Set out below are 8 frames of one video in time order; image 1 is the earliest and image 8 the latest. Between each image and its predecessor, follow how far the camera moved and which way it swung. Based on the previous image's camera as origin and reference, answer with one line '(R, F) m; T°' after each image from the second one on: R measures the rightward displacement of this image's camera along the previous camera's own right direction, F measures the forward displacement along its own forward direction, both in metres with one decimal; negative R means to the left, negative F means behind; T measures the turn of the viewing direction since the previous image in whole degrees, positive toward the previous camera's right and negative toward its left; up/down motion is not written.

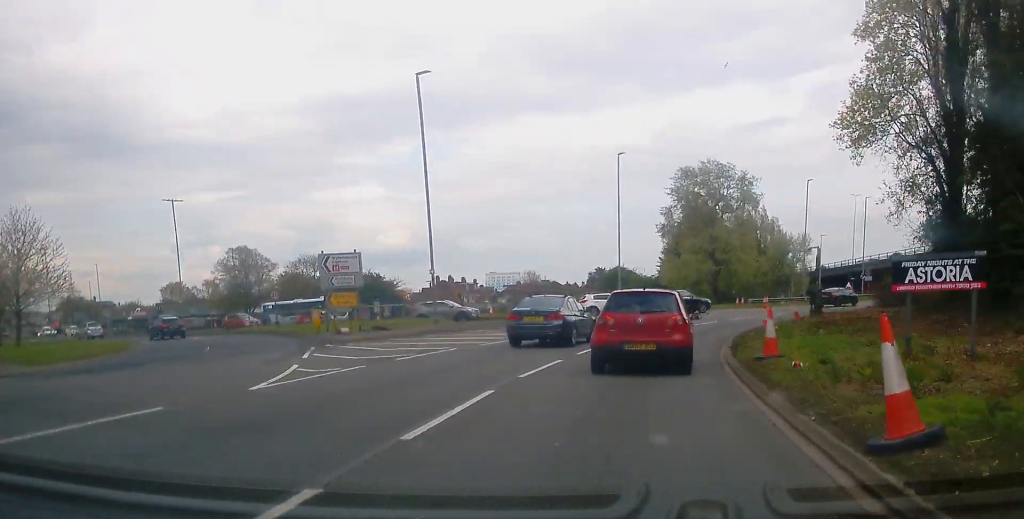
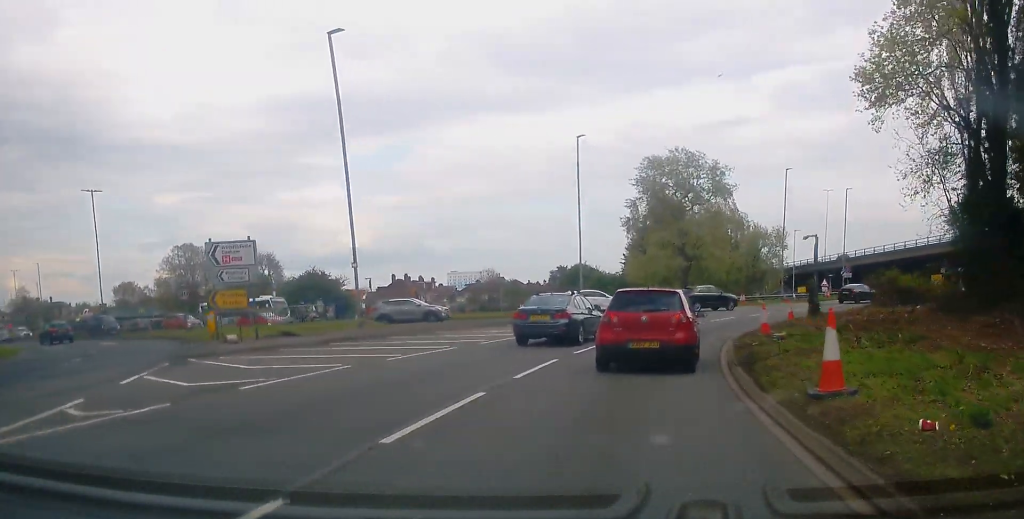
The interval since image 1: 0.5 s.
(+0.2, +6.2) m; +3°
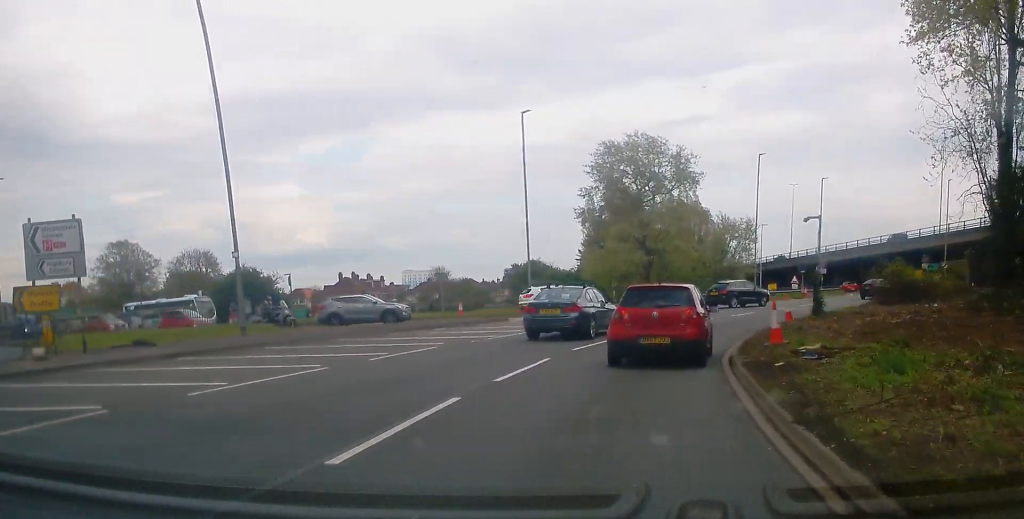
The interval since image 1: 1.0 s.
(+0.2, +6.9) m; +3°
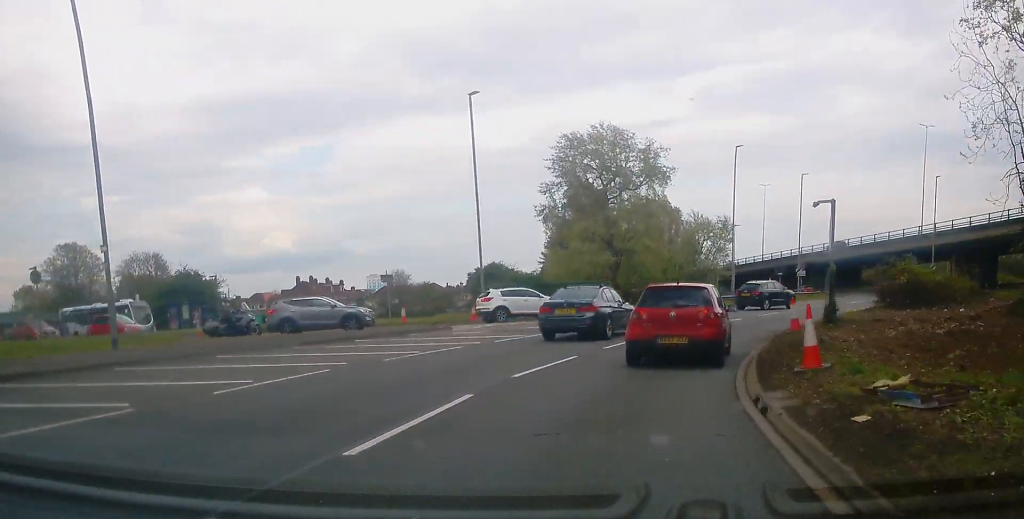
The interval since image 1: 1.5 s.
(0.0, +5.5) m; +3°
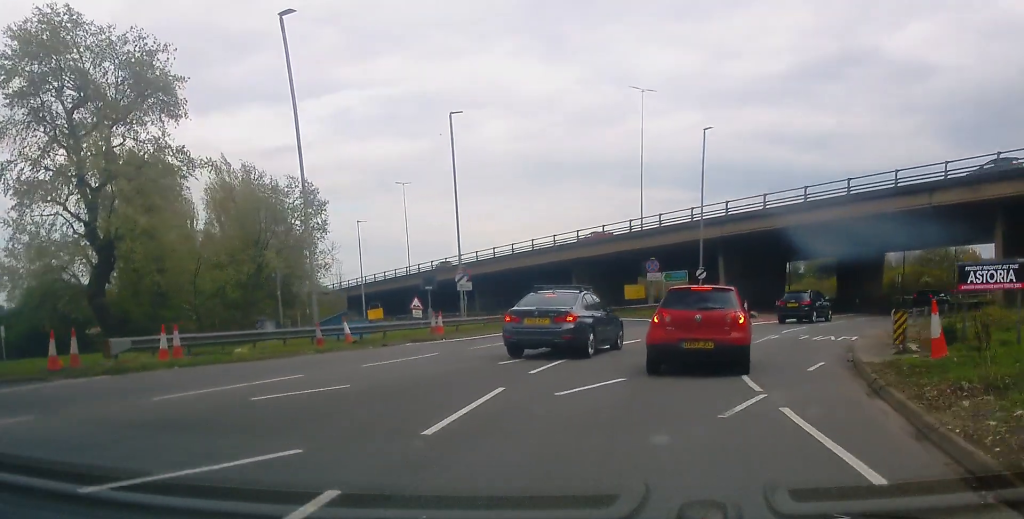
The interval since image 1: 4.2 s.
(+7.4, +33.9) m; +18°
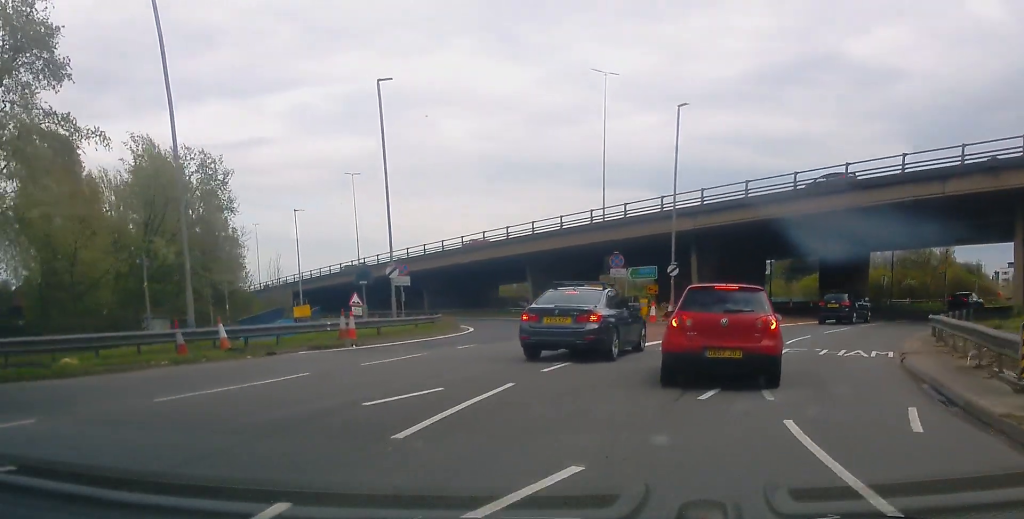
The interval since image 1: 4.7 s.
(0.0, +5.9) m; +1°
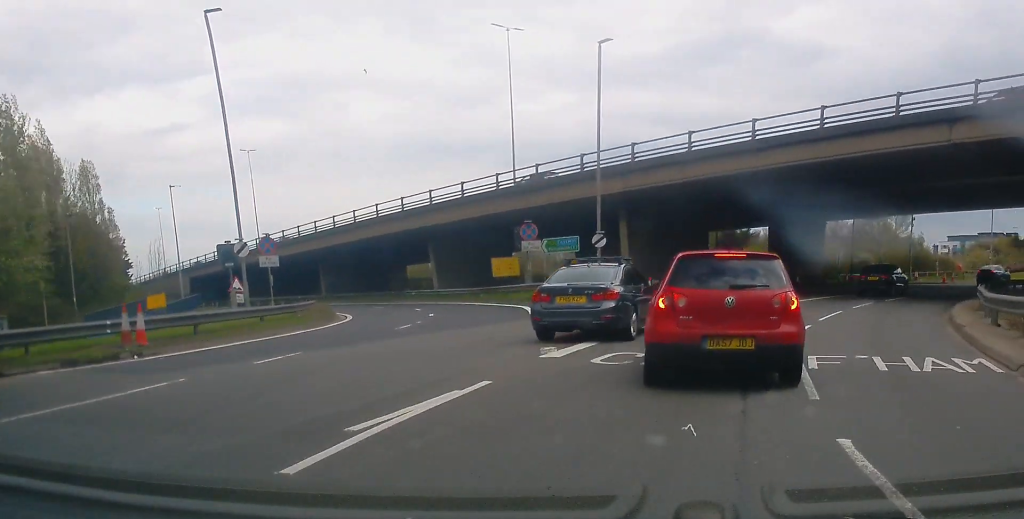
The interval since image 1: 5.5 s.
(-0.2, +8.0) m; +1°
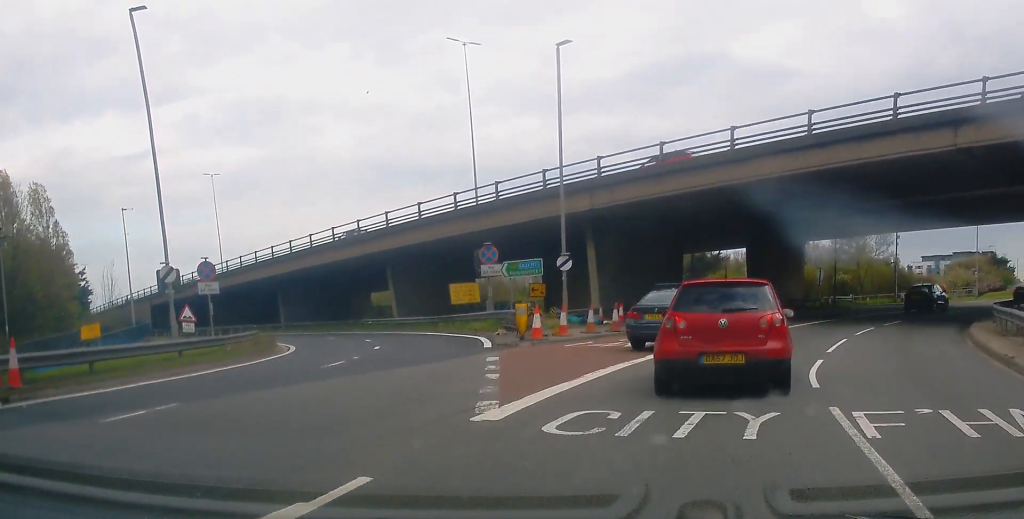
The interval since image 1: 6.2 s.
(+0.4, +5.1) m; +3°
